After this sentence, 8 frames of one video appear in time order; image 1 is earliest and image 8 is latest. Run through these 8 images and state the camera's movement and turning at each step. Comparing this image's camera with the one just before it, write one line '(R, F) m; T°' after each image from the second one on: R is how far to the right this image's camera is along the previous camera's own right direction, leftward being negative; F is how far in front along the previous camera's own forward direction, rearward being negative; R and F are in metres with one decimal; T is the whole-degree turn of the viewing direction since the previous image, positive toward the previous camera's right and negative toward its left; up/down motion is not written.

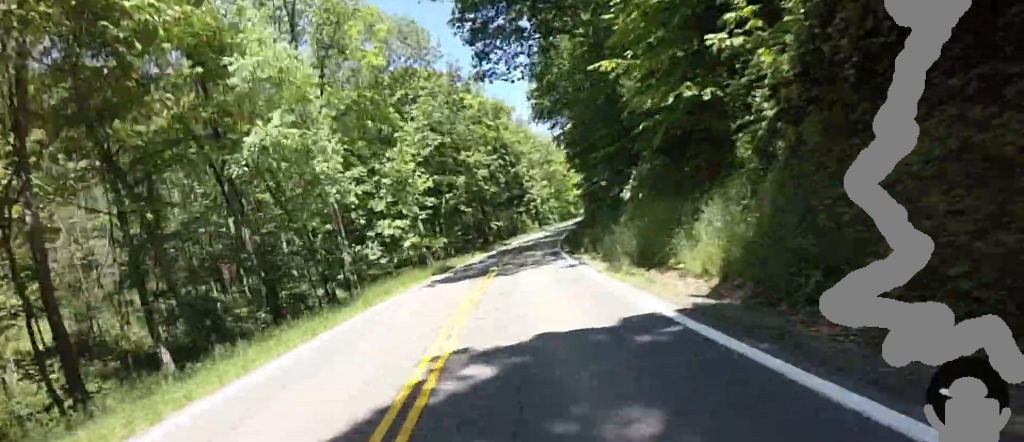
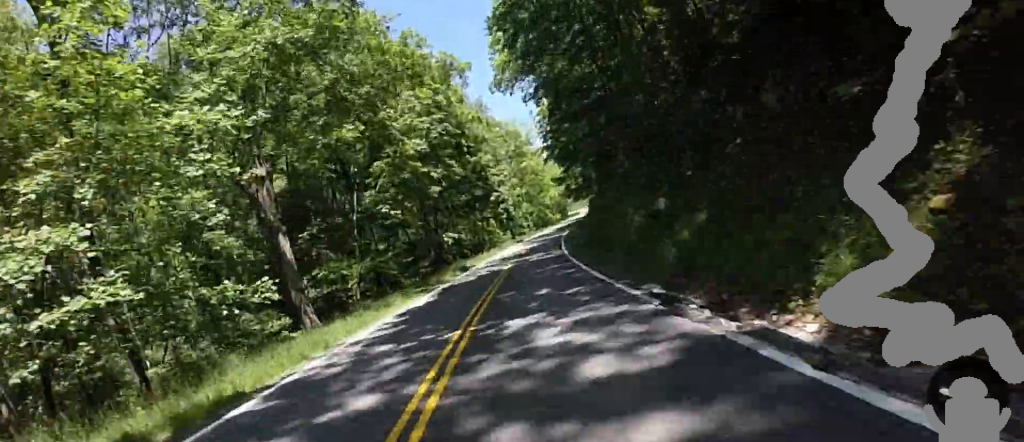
(0.0, +20.3) m; +4°
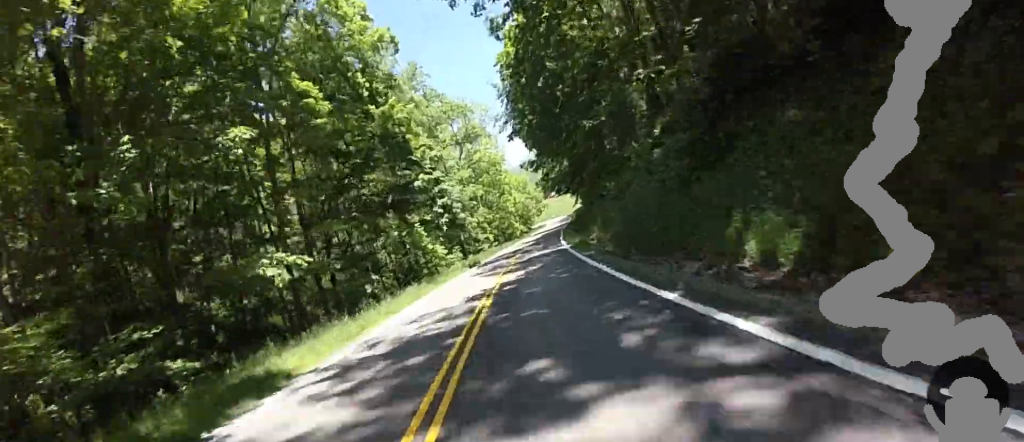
(+1.1, +24.2) m; +8°
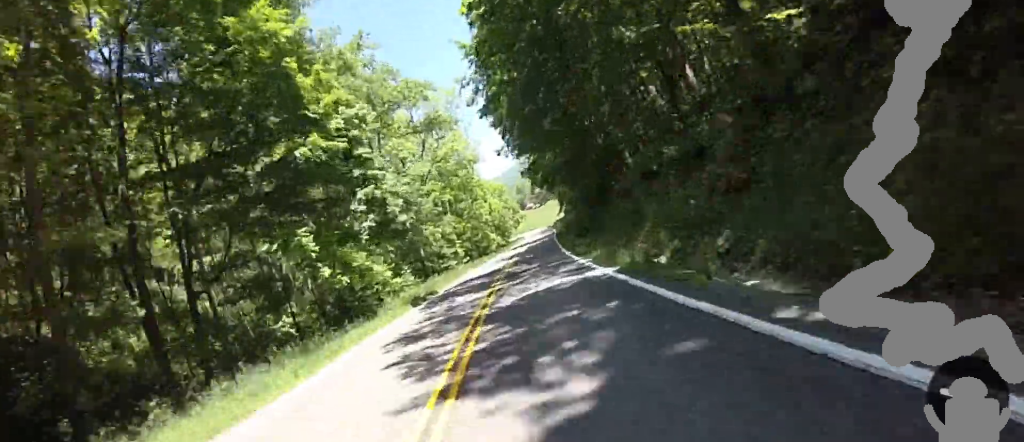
(+1.5, +12.8) m; +4°
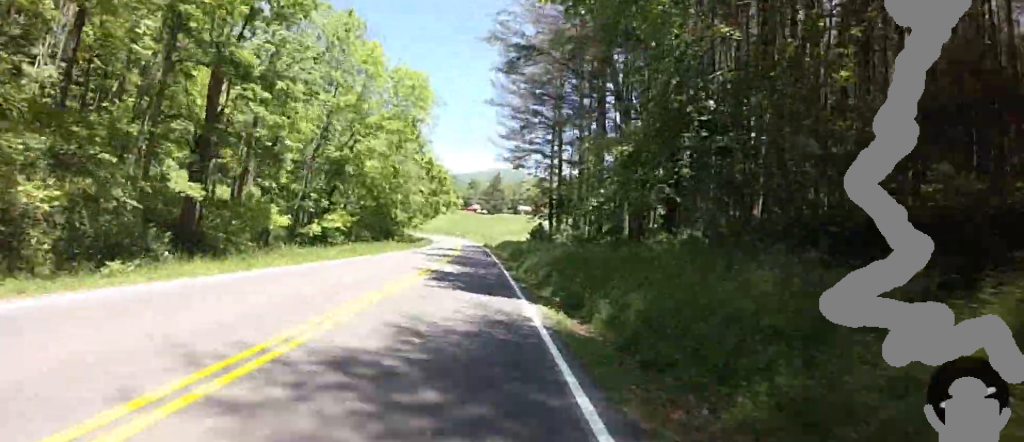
(+1.2, +65.4) m; -2°
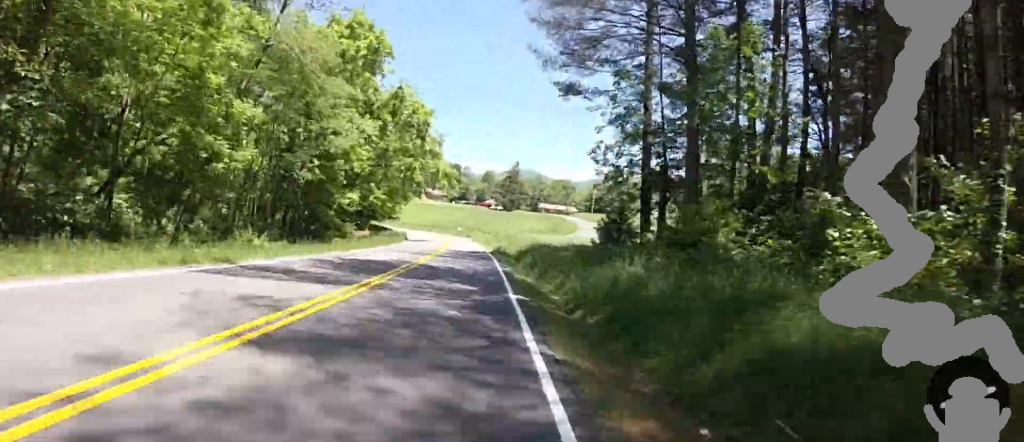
(-1.9, +29.5) m; -8°
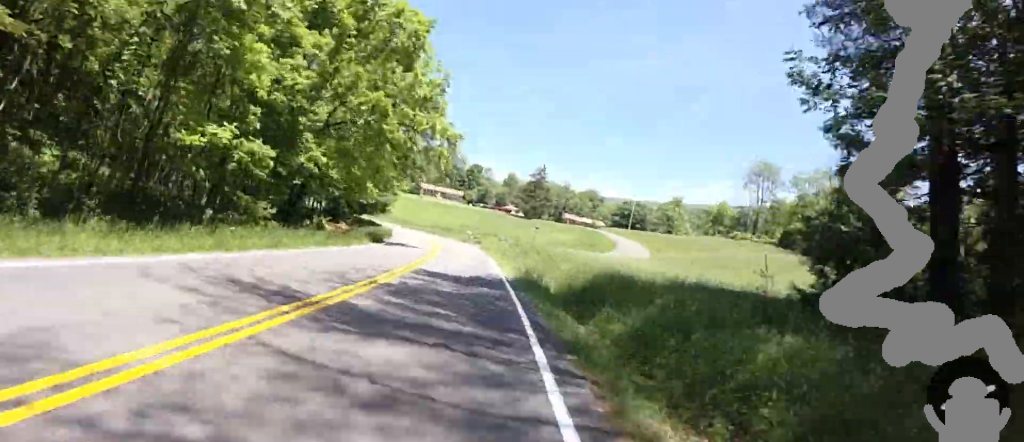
(-0.8, +15.9) m; -5°
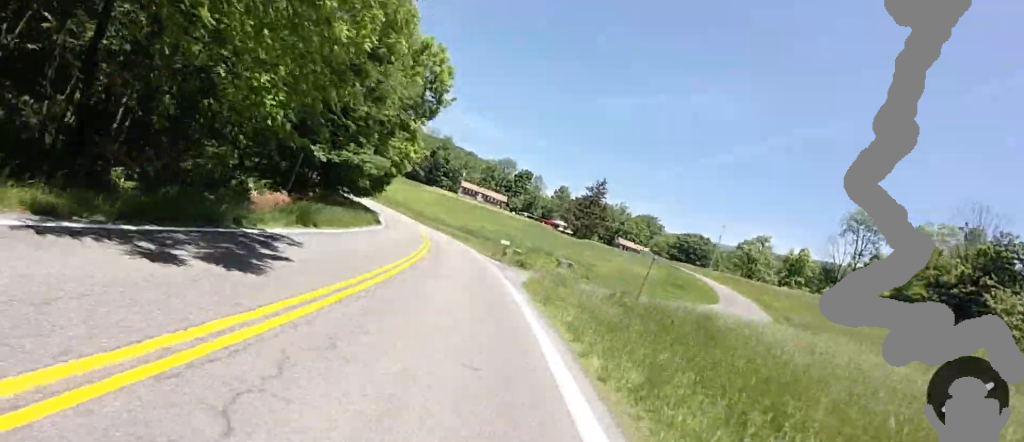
(-0.6, +20.3) m; -5°
